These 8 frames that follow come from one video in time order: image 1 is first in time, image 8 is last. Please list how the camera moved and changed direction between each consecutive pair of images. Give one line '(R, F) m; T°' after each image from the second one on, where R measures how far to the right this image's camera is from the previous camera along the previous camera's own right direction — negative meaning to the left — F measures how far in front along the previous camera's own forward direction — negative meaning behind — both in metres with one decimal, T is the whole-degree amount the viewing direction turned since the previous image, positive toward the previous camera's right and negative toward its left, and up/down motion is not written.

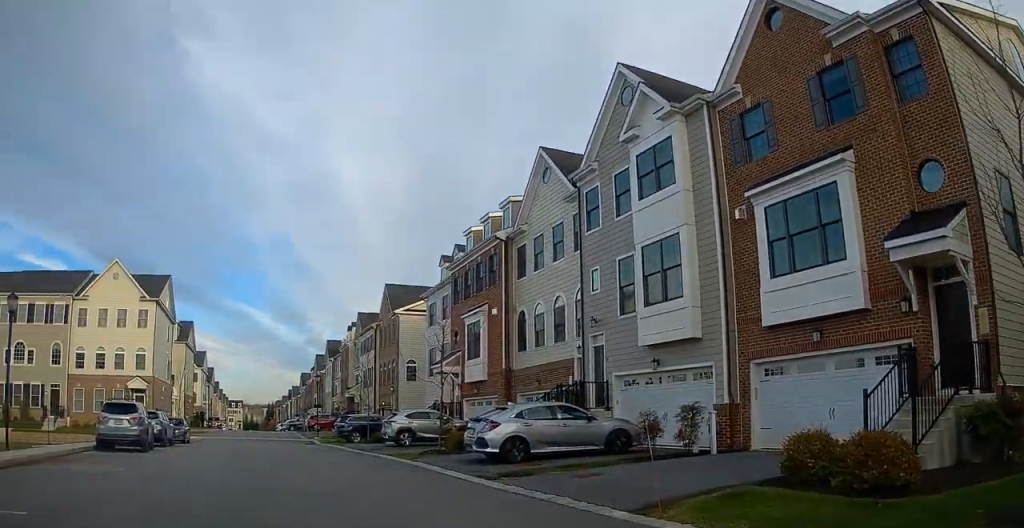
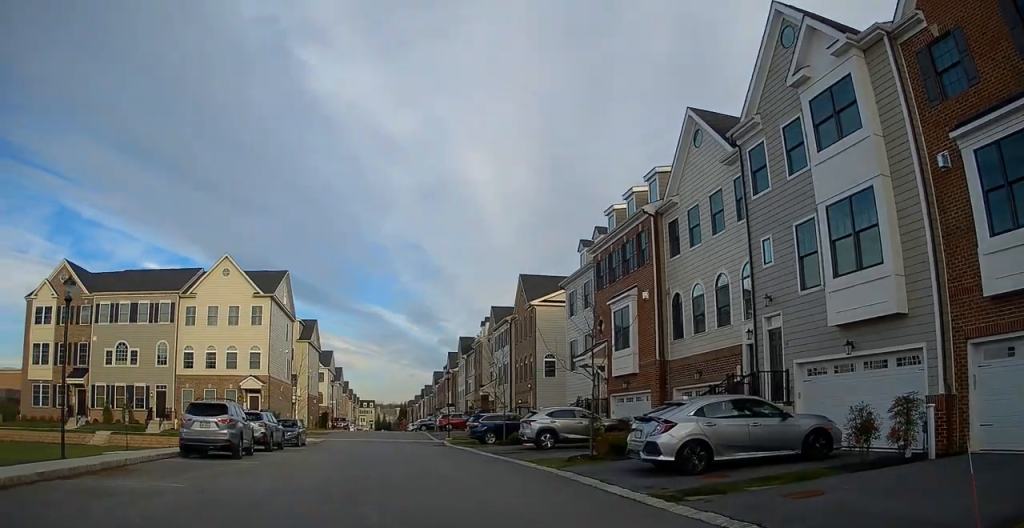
(-0.5, +3.7) m; -12°
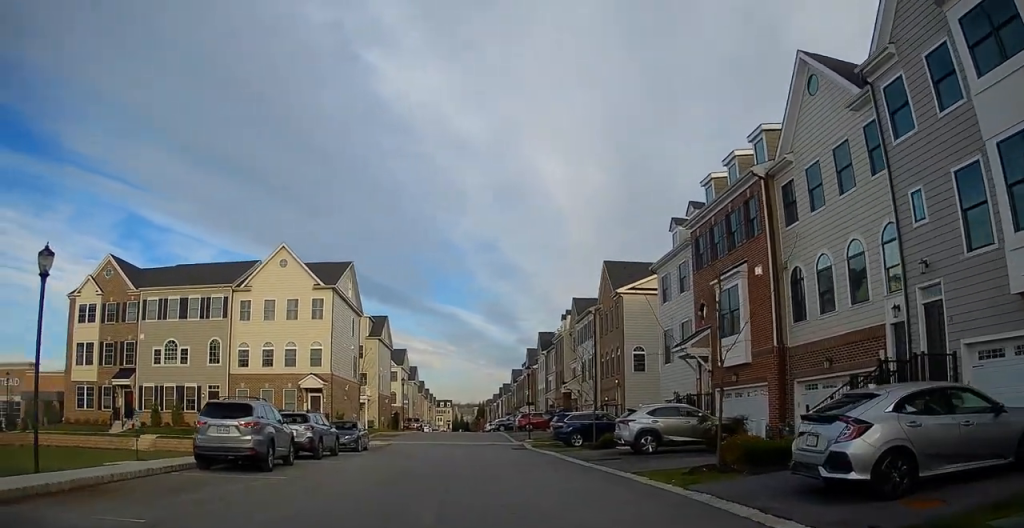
(-0.4, +4.3) m; -9°
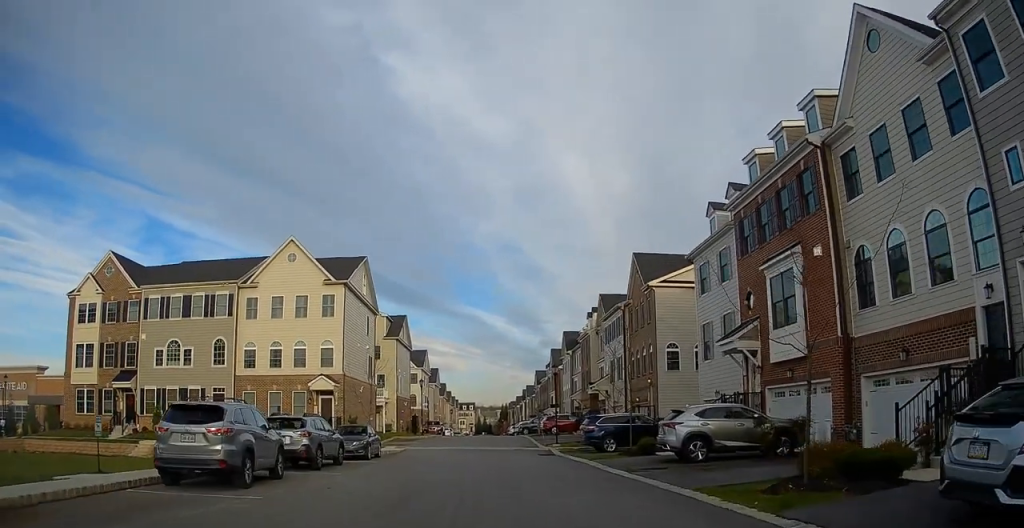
(-0.1, +3.0) m; -3°
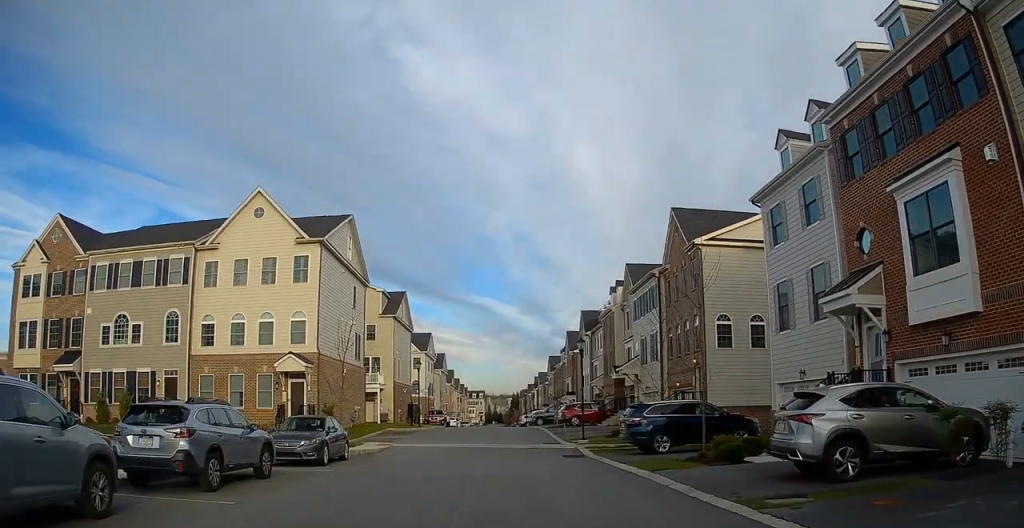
(+0.1, +8.0) m; +1°
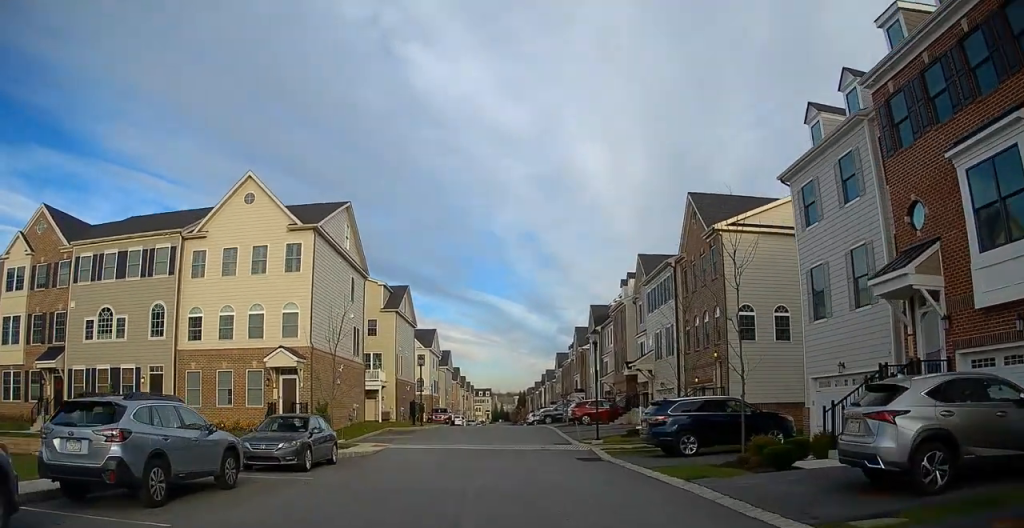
(0.0, +2.4) m; -1°
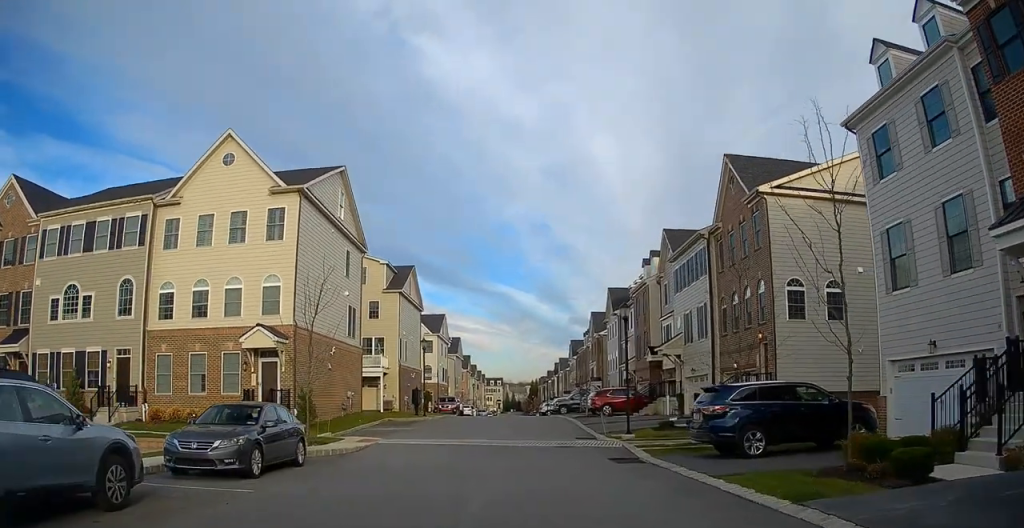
(-0.1, +4.2) m; 0°
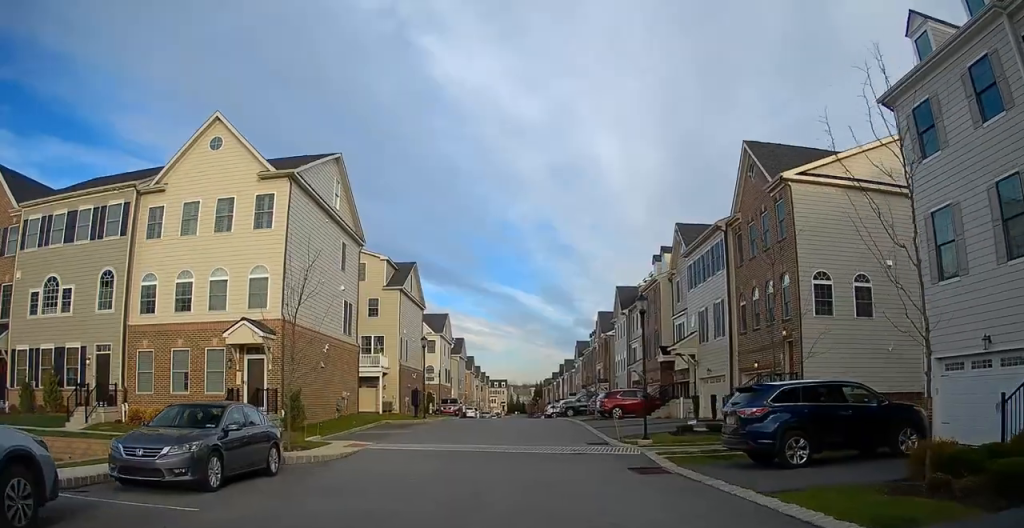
(-0.1, +2.0) m; +1°
